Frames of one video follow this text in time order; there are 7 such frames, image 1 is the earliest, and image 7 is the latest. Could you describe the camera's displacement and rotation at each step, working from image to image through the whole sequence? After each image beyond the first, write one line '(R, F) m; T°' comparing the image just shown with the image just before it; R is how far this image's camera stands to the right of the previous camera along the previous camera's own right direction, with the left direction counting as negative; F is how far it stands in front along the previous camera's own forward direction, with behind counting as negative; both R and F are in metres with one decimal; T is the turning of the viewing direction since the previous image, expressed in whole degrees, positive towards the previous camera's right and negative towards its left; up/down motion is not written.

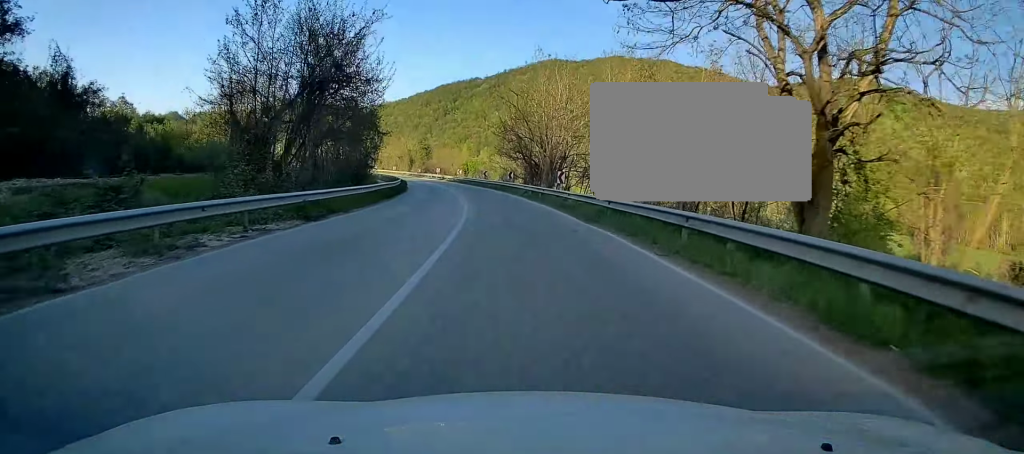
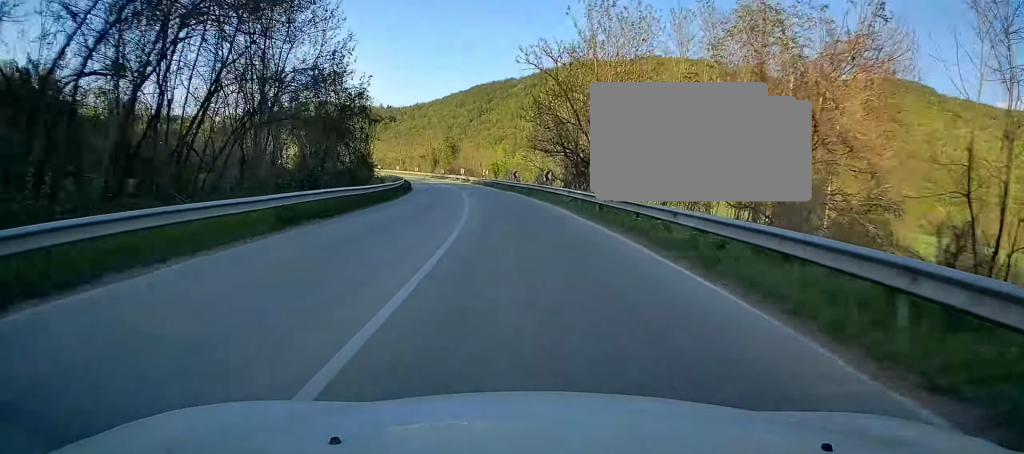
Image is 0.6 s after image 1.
(0.0, +15.3) m; -2°
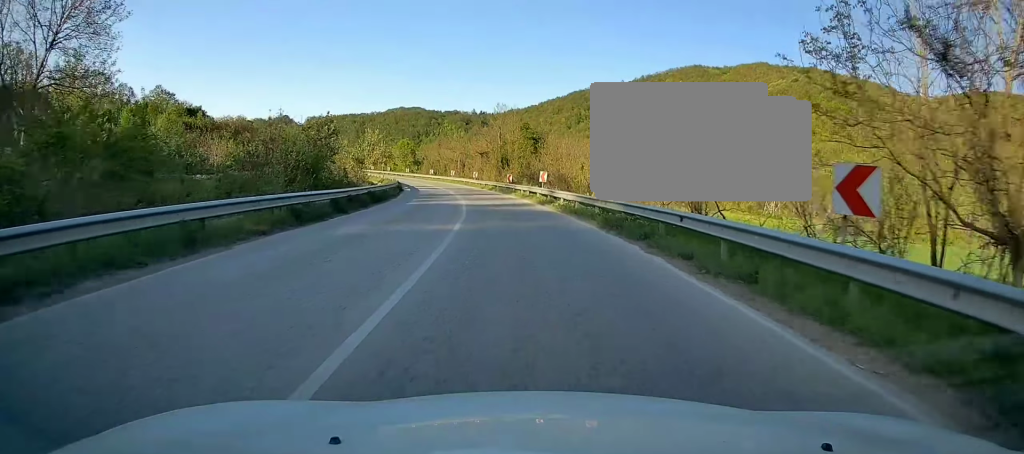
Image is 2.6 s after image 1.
(-4.2, +48.6) m; -10°
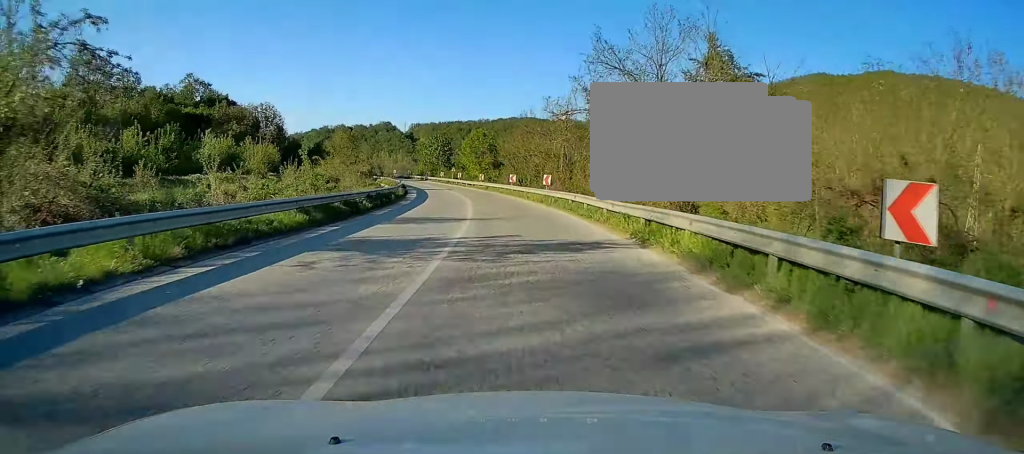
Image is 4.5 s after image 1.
(-4.3, +47.1) m; -11°
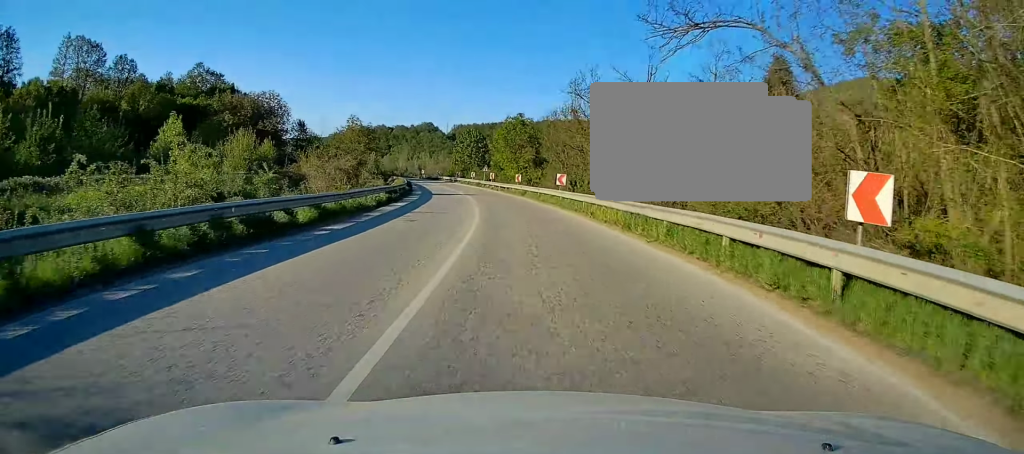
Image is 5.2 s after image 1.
(-0.8, +18.5) m; -4°
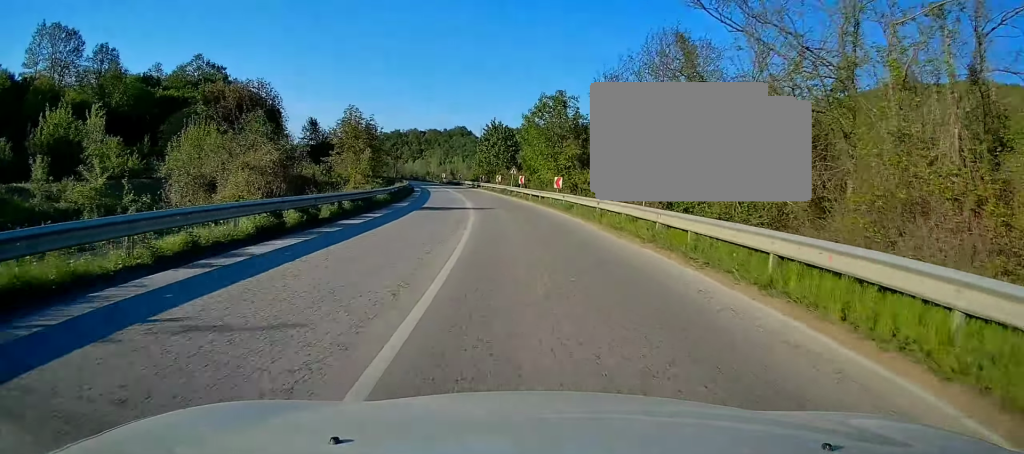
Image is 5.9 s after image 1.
(-0.5, +17.9) m; -3°
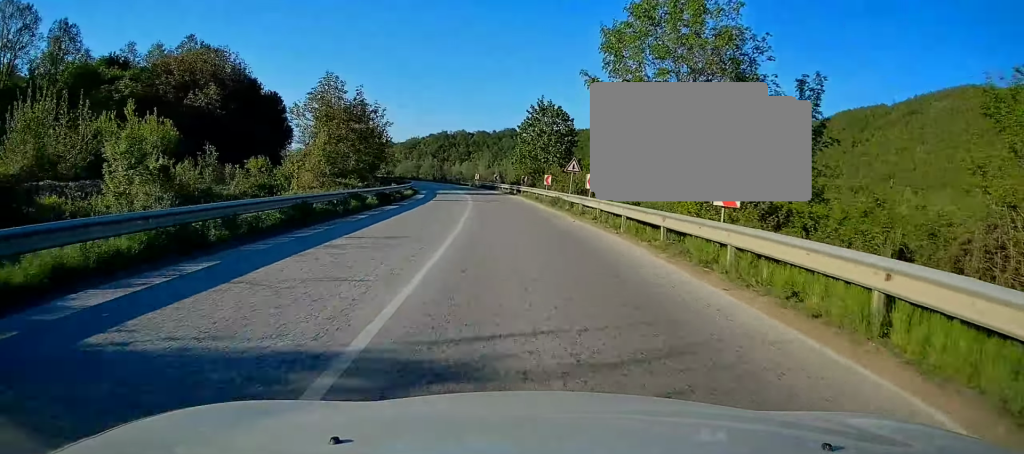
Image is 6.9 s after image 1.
(-0.8, +25.2) m; -4°
